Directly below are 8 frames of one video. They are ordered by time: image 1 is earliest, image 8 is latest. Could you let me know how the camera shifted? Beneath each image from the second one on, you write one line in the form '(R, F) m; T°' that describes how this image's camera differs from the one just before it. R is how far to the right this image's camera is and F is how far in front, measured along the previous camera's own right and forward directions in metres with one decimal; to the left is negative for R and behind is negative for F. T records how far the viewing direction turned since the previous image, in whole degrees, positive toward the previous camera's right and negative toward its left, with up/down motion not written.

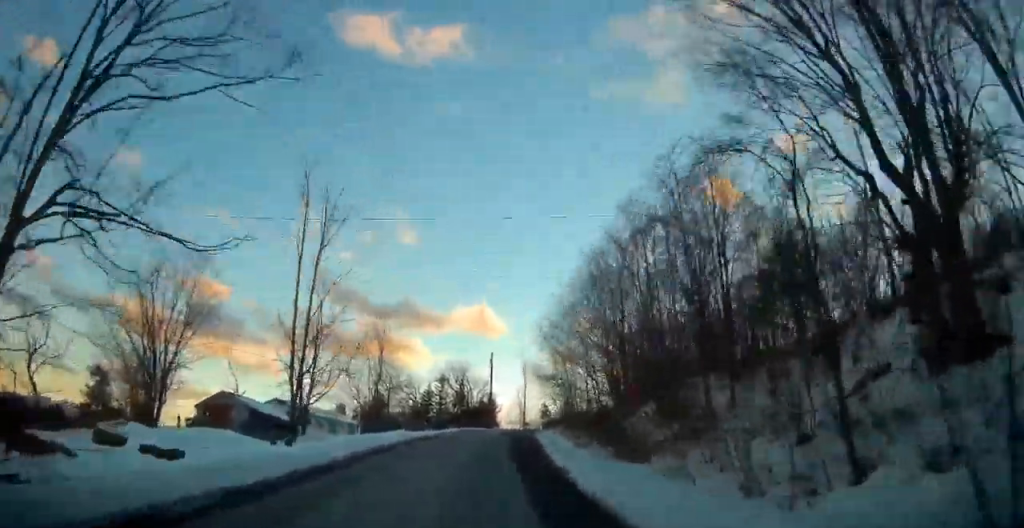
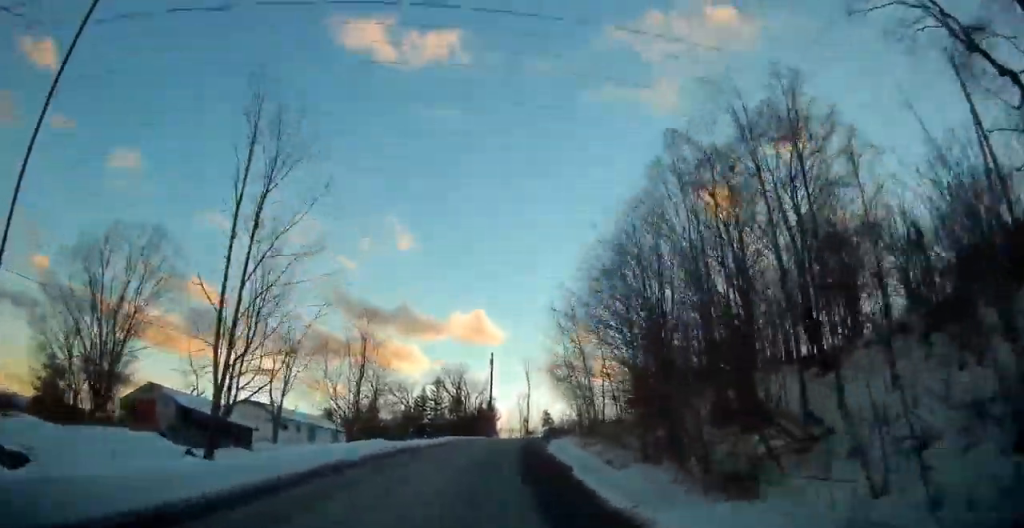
(-1.4, +9.5) m; -3°
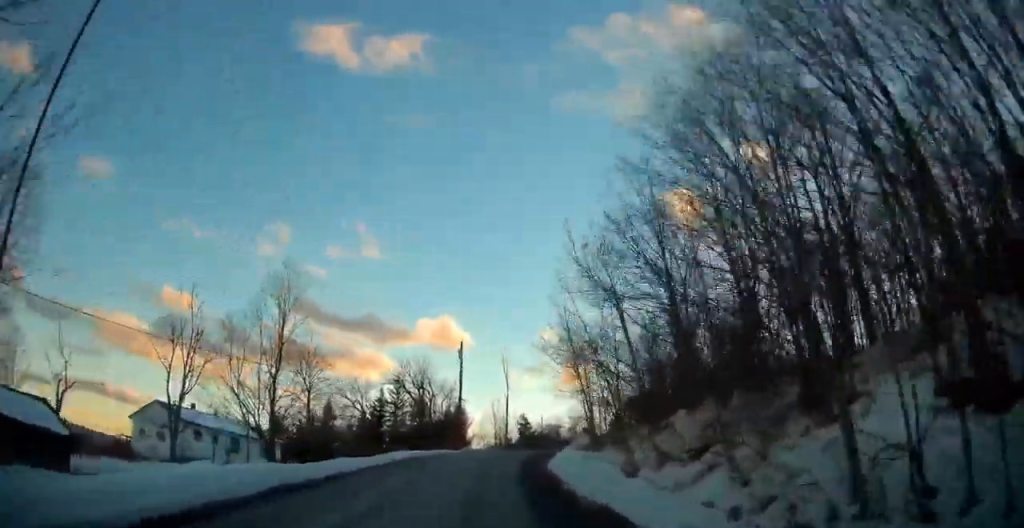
(+1.5, +16.9) m; +9°
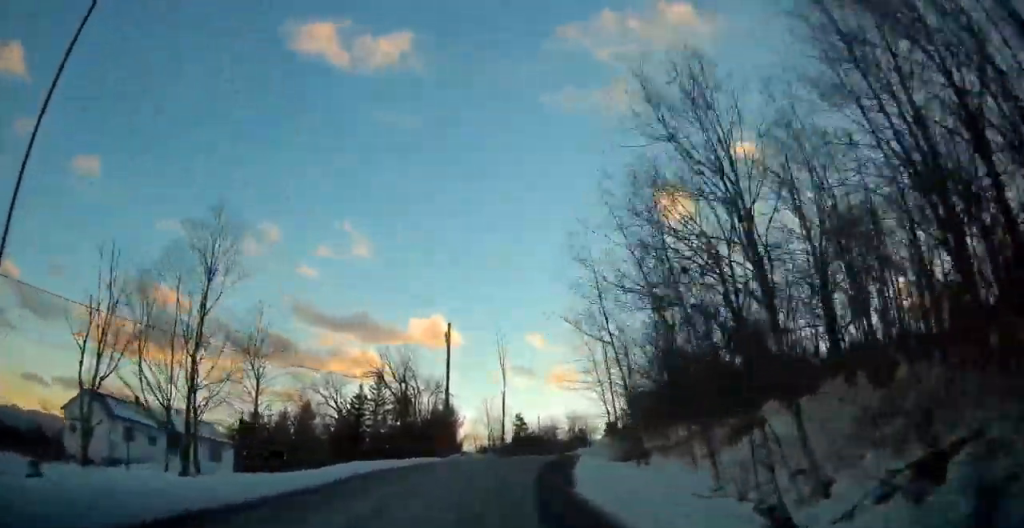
(+0.7, +10.9) m; +1°
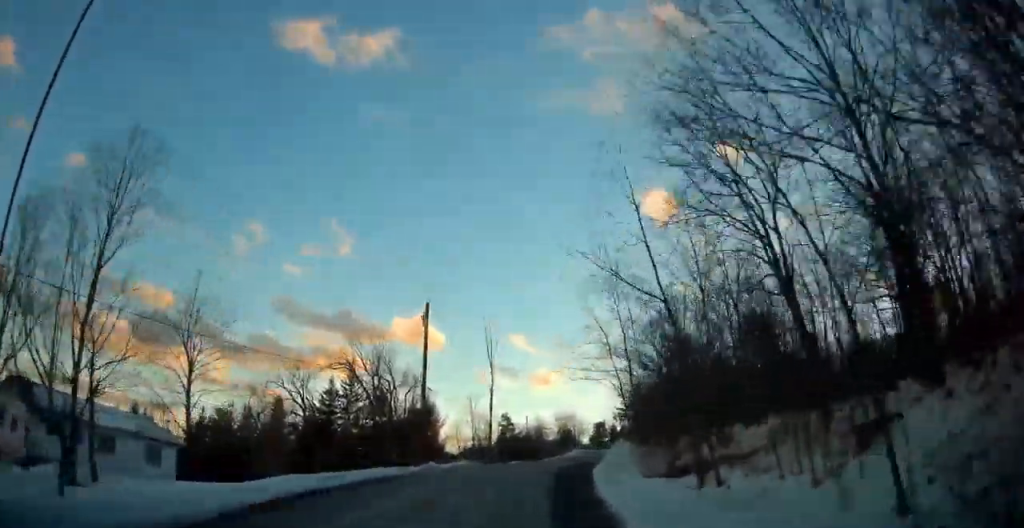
(0.0, +8.4) m; +1°
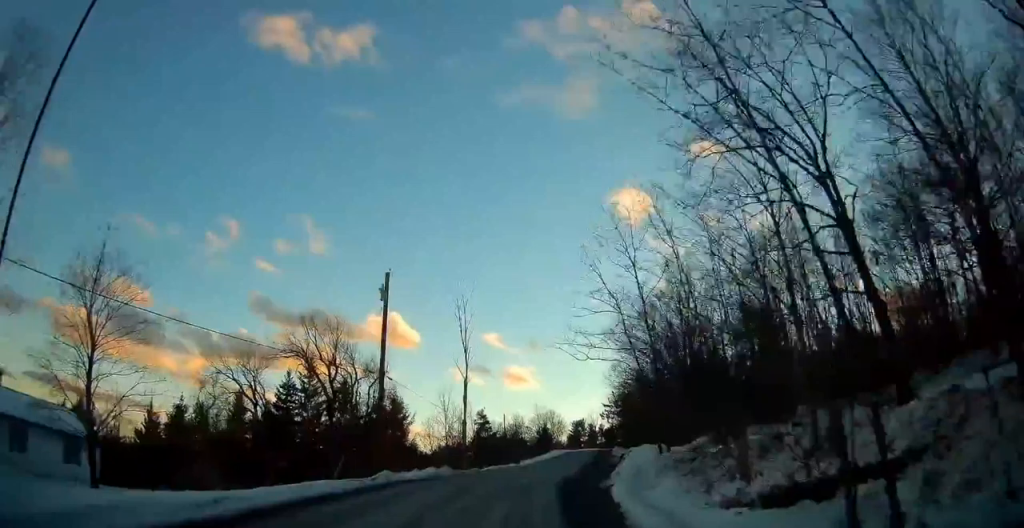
(-0.3, +7.8) m; 0°
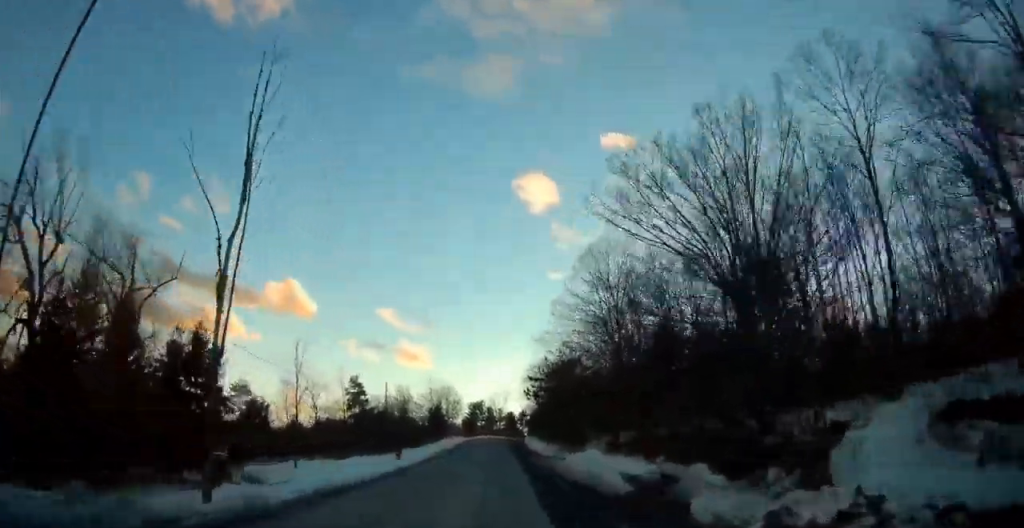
(+4.8, +21.9) m; +2°
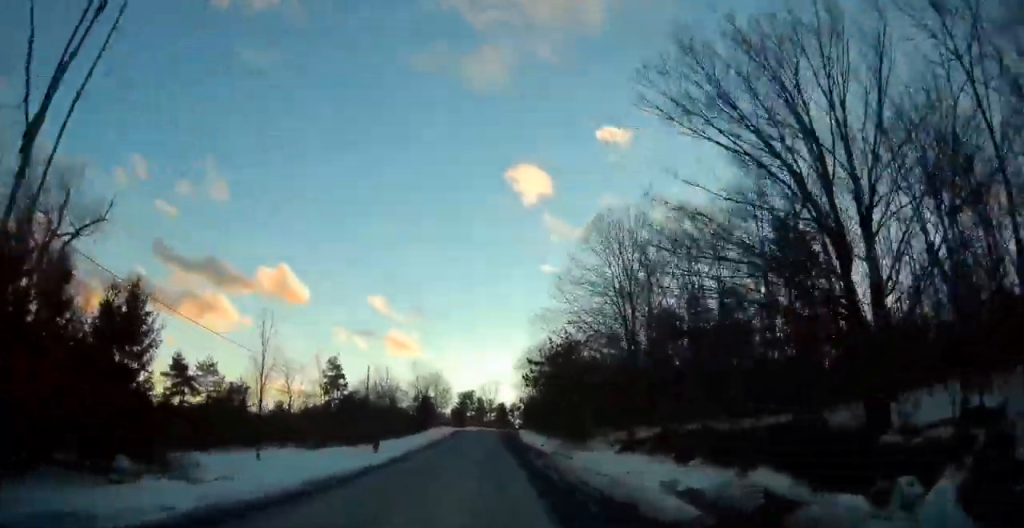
(+0.1, +5.4) m; -5°
